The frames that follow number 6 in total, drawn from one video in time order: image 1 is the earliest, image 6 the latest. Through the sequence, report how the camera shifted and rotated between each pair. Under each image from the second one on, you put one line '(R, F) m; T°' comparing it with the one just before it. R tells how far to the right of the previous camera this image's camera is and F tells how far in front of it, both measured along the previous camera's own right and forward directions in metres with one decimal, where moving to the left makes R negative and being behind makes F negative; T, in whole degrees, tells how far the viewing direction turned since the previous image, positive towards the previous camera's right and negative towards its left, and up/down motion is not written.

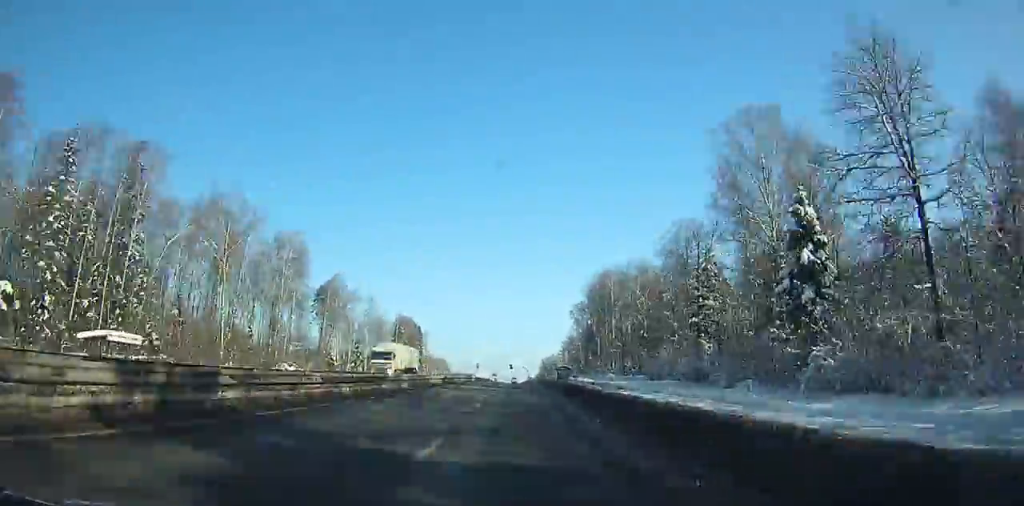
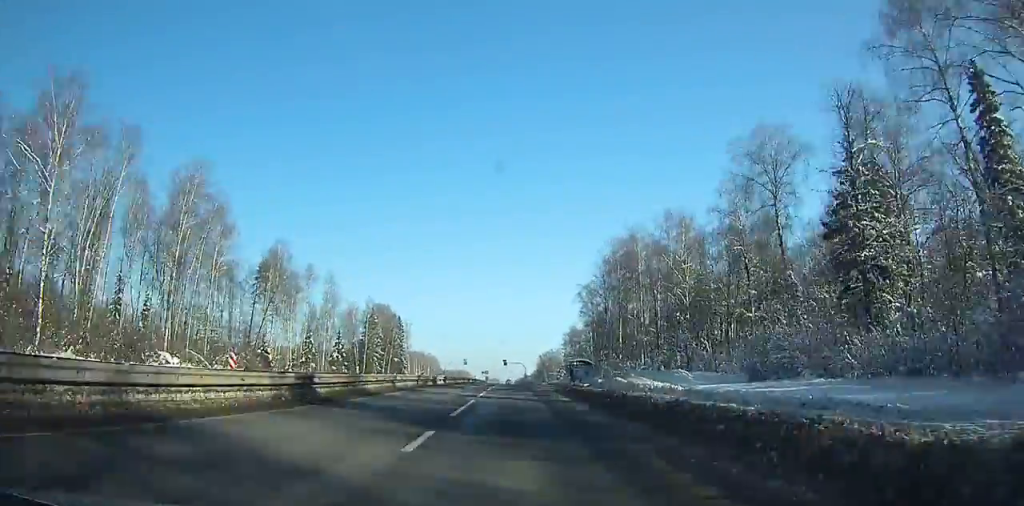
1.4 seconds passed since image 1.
(+0.3, +35.6) m; 0°
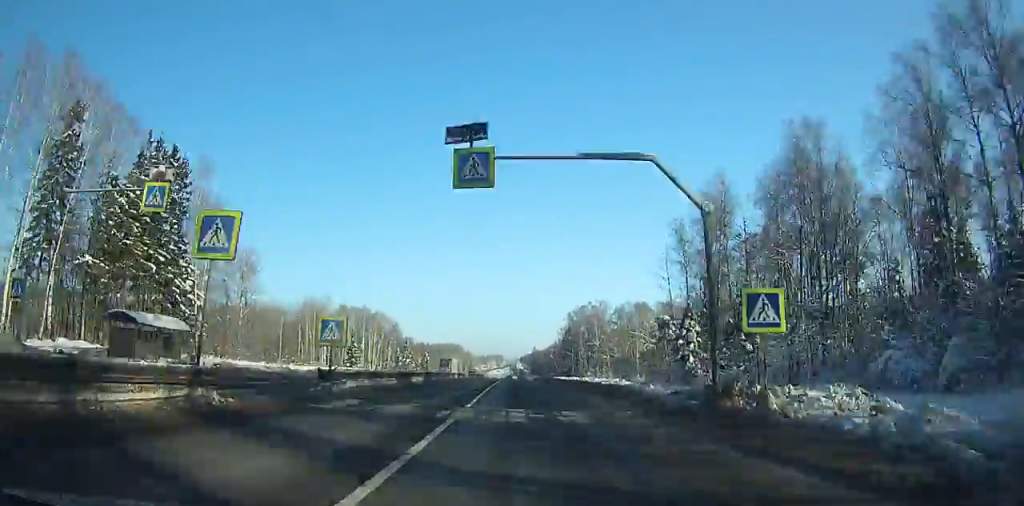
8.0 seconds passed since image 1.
(+0.8, +164.2) m; +1°
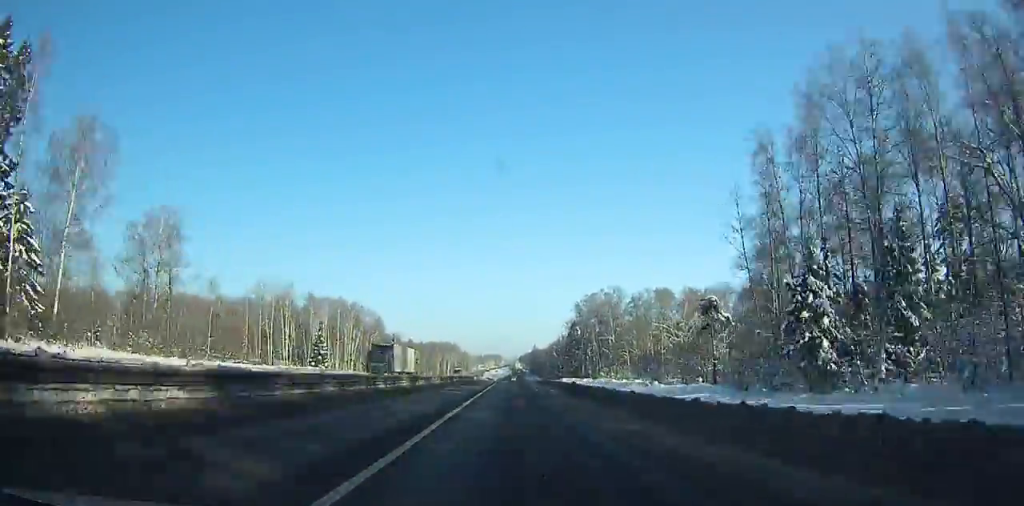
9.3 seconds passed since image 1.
(-0.2, +31.6) m; 0°
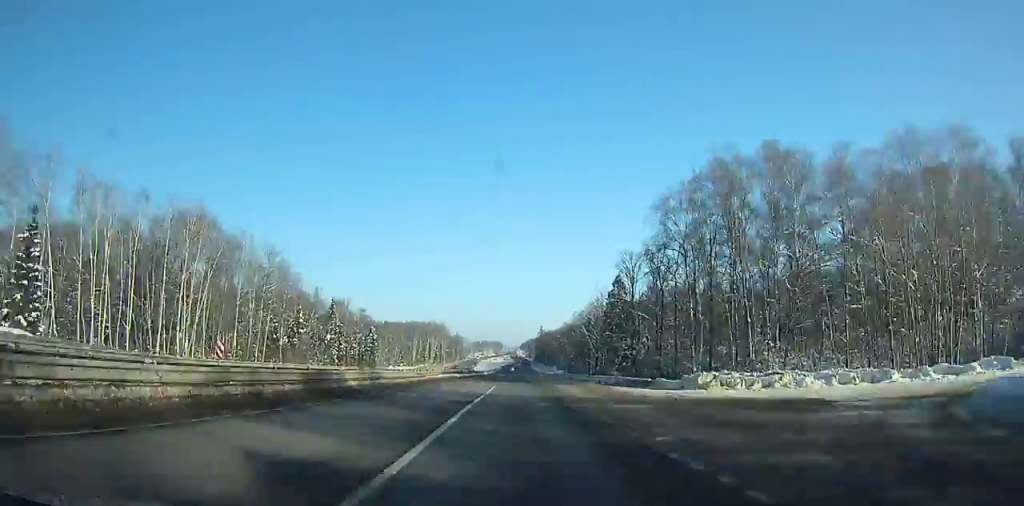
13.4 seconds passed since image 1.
(-0.2, +94.2) m; -1°
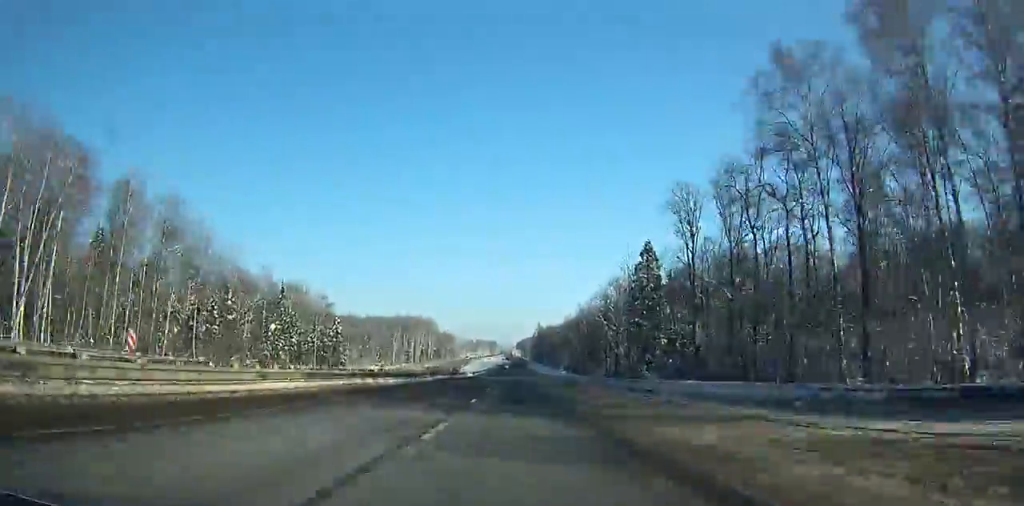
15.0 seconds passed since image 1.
(-0.7, +34.8) m; 0°
